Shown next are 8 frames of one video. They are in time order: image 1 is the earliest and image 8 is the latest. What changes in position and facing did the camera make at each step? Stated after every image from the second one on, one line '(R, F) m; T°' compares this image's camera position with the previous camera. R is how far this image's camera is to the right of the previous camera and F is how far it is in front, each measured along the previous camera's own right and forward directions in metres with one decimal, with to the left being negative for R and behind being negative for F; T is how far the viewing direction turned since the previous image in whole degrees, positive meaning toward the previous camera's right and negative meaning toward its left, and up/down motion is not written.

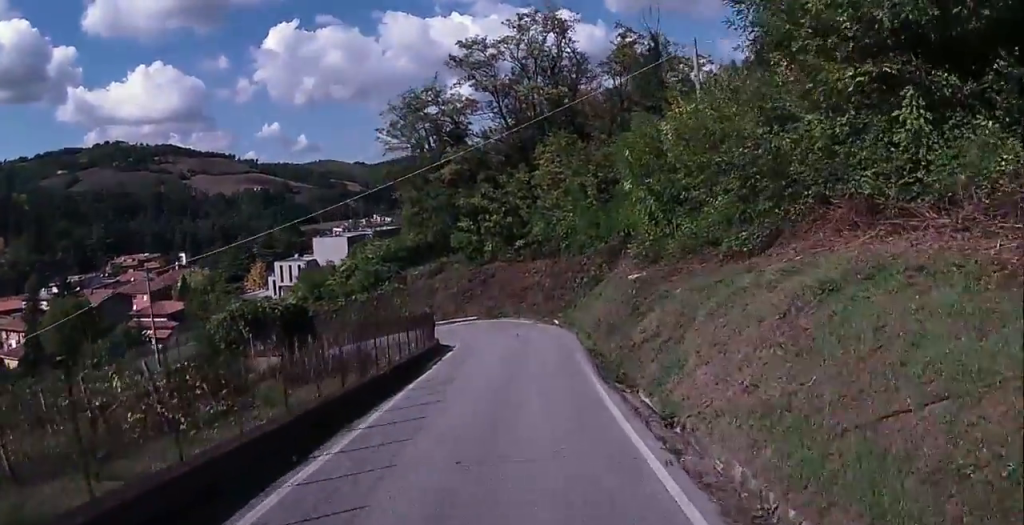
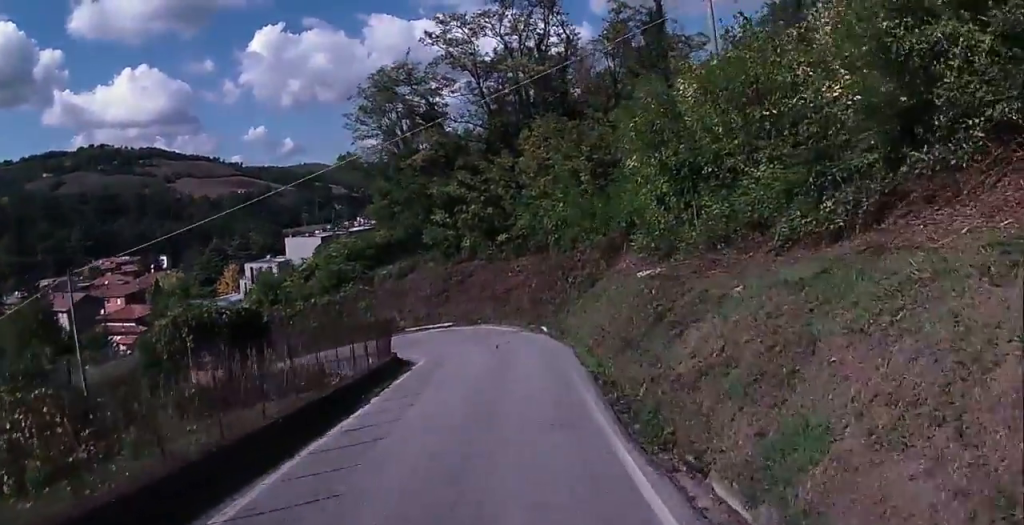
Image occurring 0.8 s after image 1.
(0.0, +6.3) m; +2°
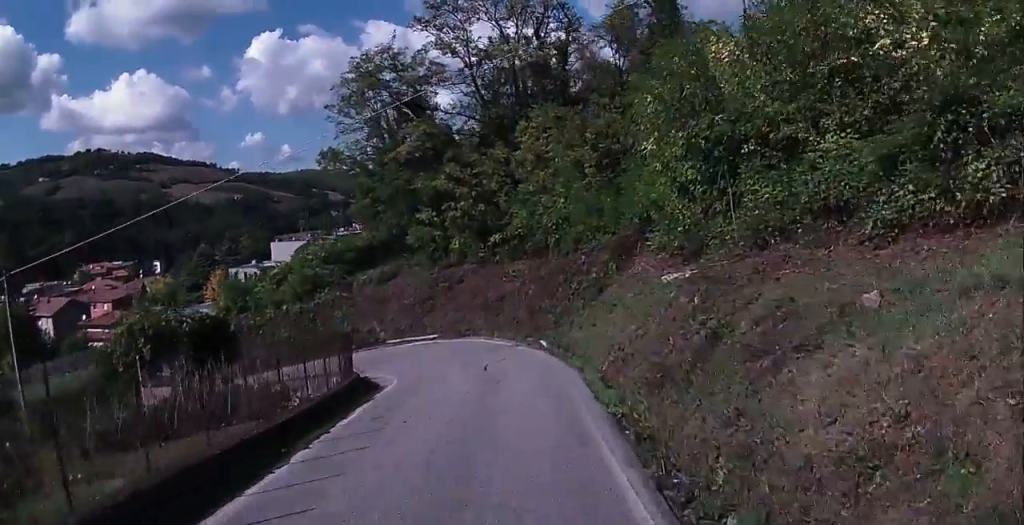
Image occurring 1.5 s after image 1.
(0.0, +4.9) m; 0°
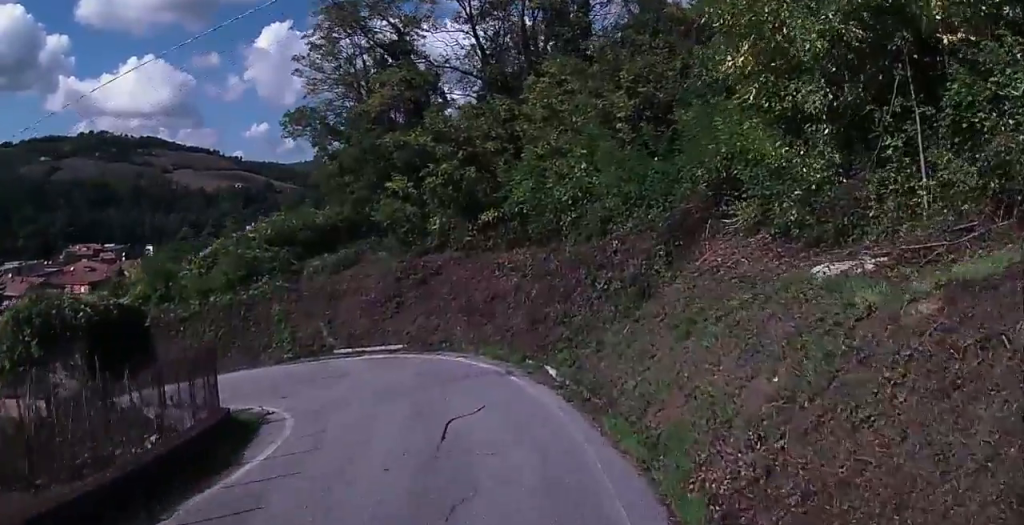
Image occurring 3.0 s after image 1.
(-0.1, +9.9) m; -3°
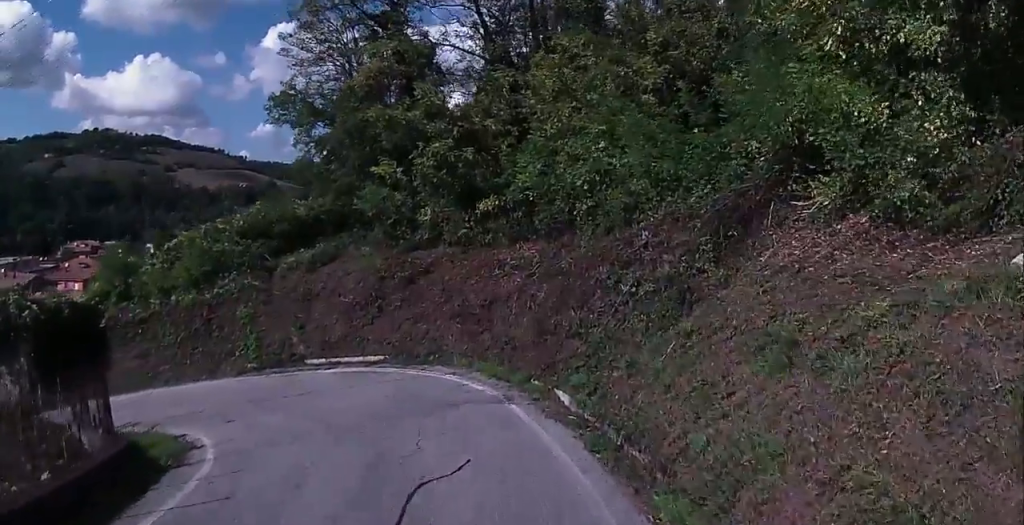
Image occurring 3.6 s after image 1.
(-0.1, +4.1) m; 0°
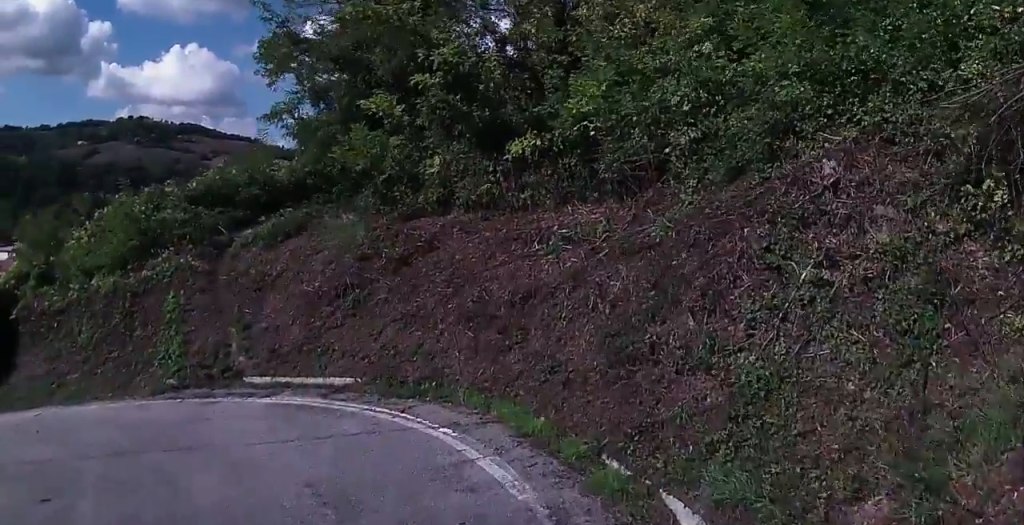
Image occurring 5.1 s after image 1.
(+0.2, +8.4) m; -4°
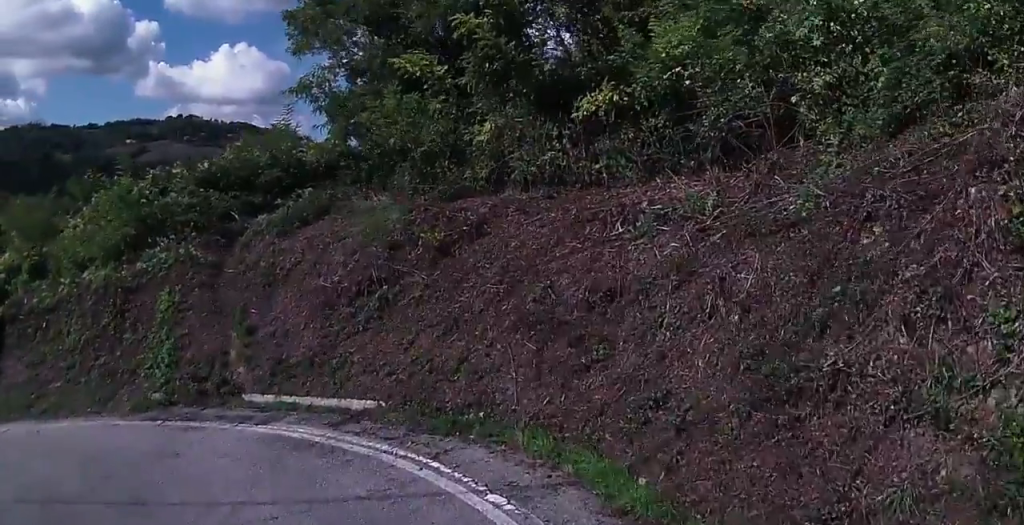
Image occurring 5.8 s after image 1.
(-0.4, +3.4) m; -6°
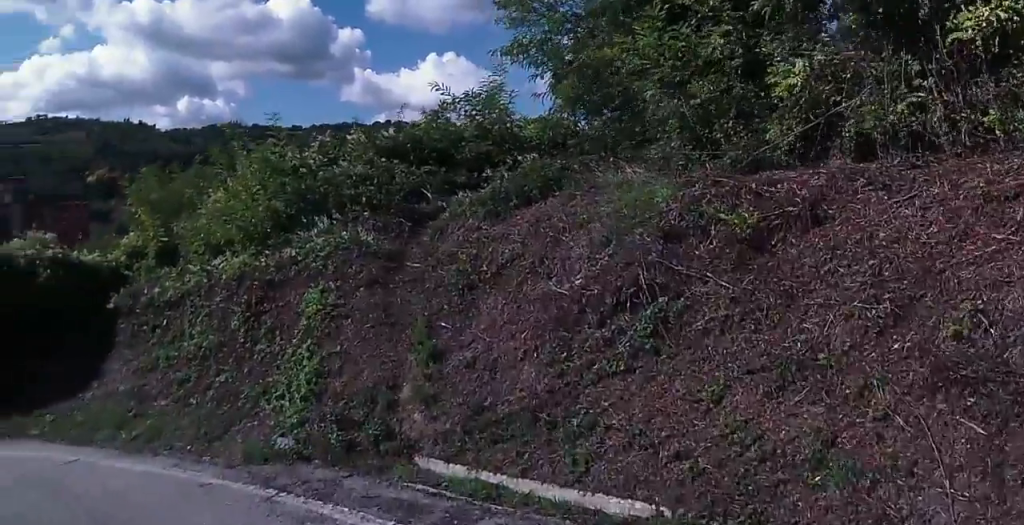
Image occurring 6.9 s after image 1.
(-0.3, +4.9) m; -17°
